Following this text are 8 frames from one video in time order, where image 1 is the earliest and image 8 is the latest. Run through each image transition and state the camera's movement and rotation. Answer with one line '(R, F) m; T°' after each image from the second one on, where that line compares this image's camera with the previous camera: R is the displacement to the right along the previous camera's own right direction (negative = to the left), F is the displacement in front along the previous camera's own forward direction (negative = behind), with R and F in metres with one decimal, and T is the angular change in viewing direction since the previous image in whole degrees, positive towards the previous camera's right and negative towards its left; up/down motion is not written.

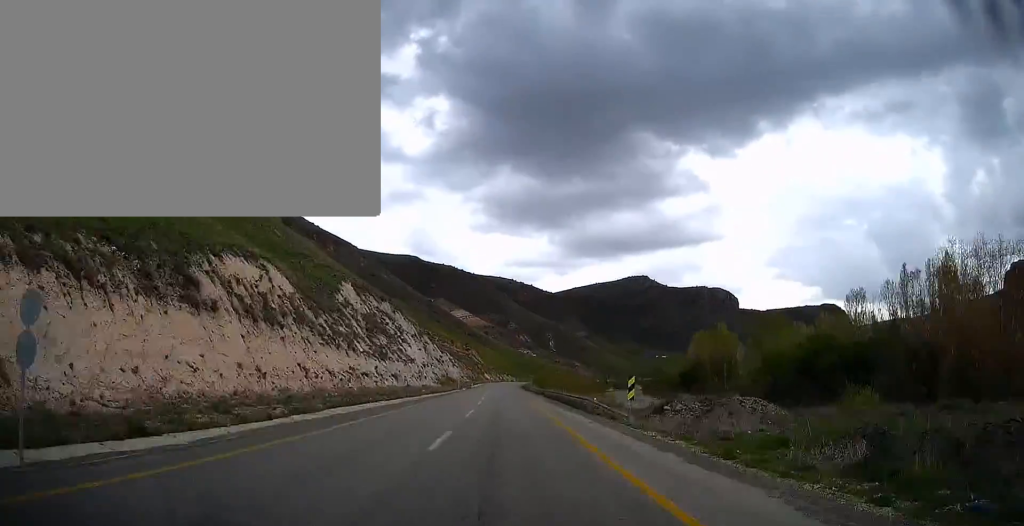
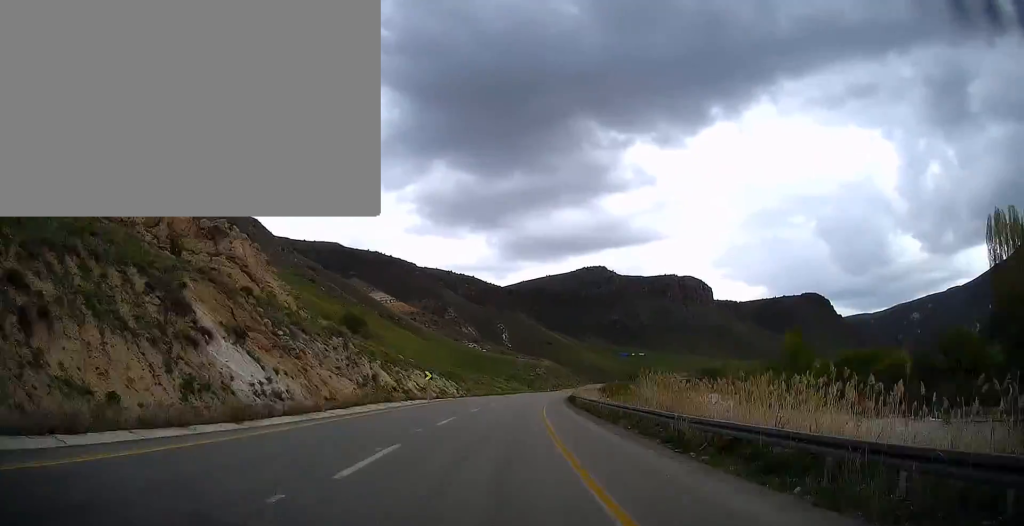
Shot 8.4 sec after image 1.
(+4.5, +195.6) m; +8°
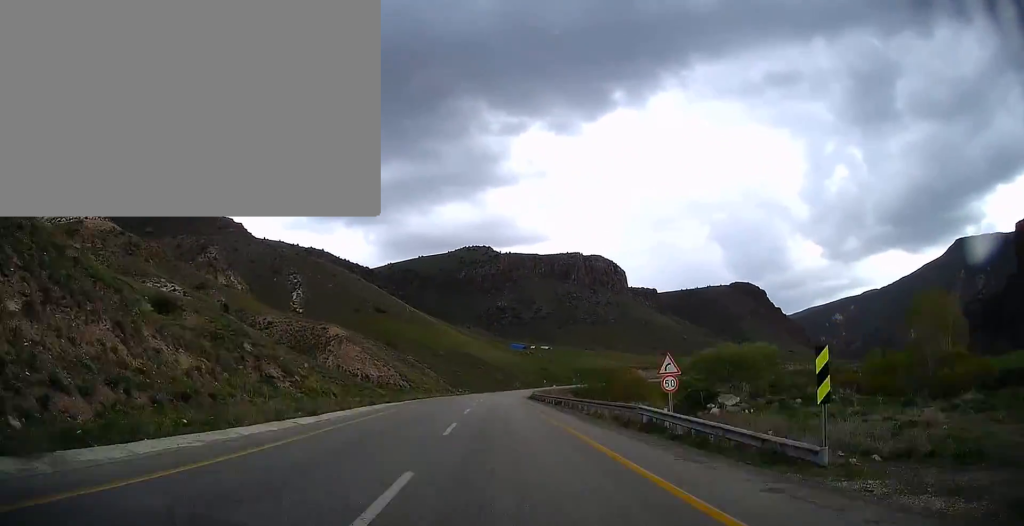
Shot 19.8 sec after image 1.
(+25.9, +256.6) m; +12°
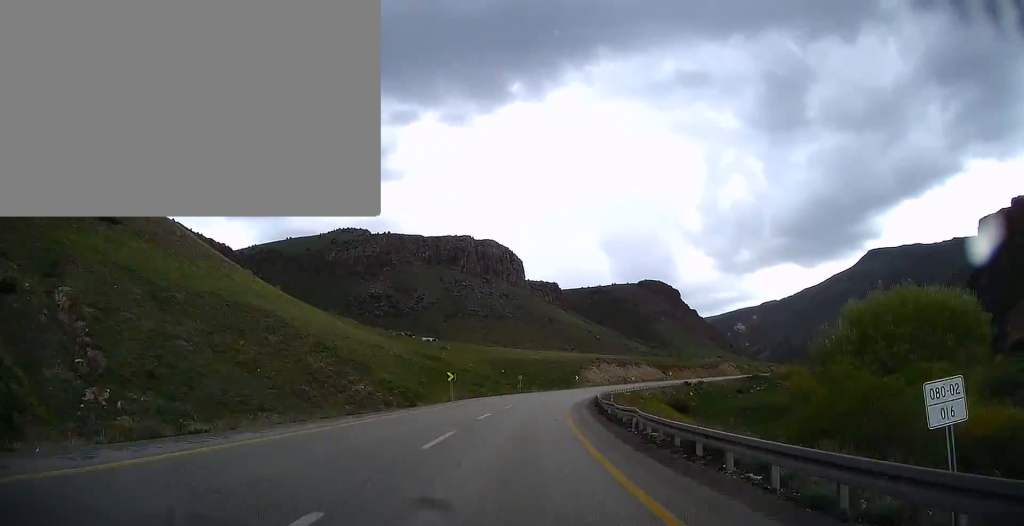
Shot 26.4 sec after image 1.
(+12.8, +141.1) m; +19°
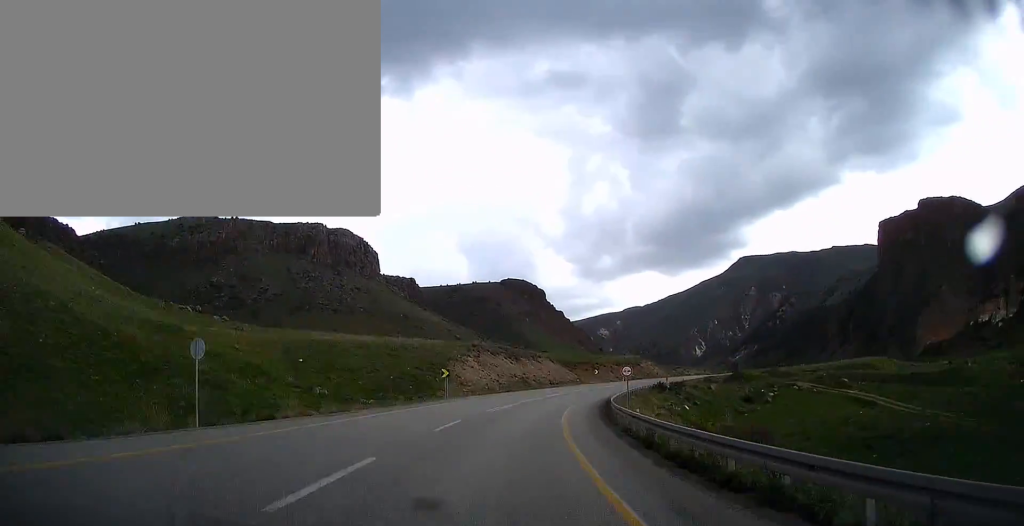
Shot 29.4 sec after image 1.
(+5.2, +60.7) m; +11°
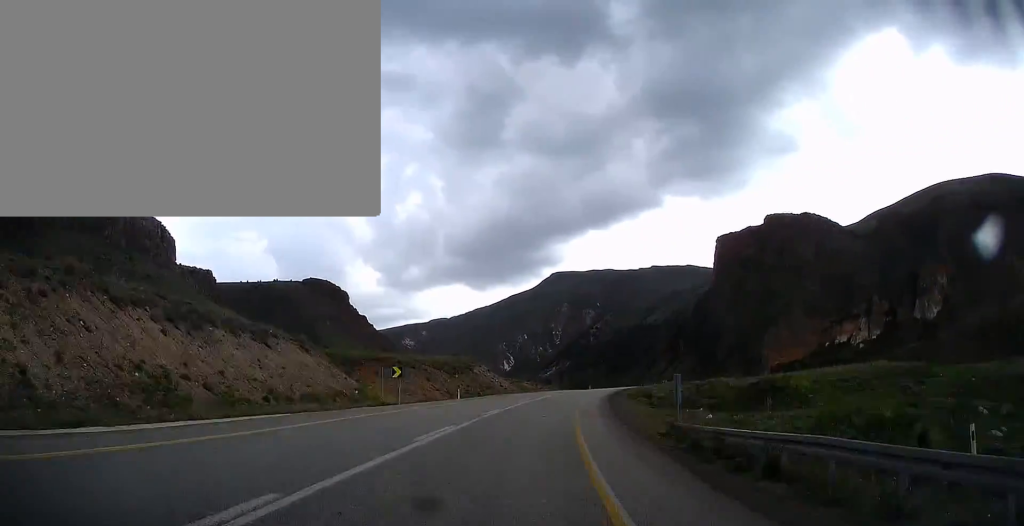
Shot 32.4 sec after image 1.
(+11.4, +60.3) m; +11°
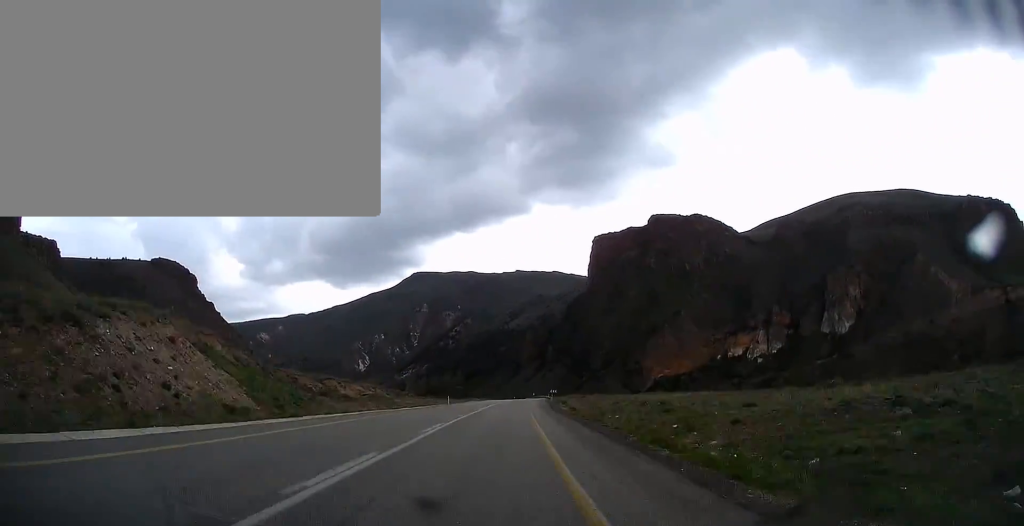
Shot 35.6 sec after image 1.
(+7.0, +66.6) m; +6°
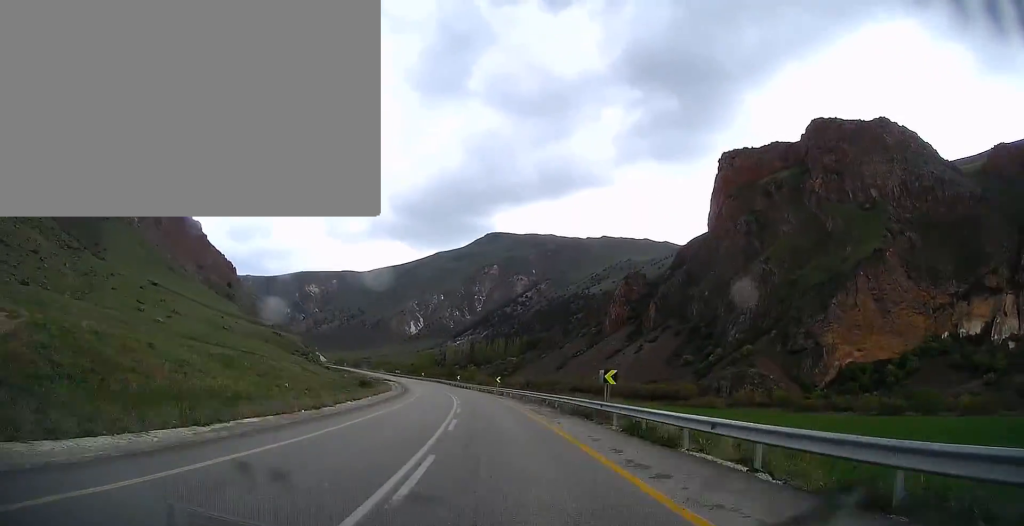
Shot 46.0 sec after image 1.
(+1.9, +231.3) m; -11°
